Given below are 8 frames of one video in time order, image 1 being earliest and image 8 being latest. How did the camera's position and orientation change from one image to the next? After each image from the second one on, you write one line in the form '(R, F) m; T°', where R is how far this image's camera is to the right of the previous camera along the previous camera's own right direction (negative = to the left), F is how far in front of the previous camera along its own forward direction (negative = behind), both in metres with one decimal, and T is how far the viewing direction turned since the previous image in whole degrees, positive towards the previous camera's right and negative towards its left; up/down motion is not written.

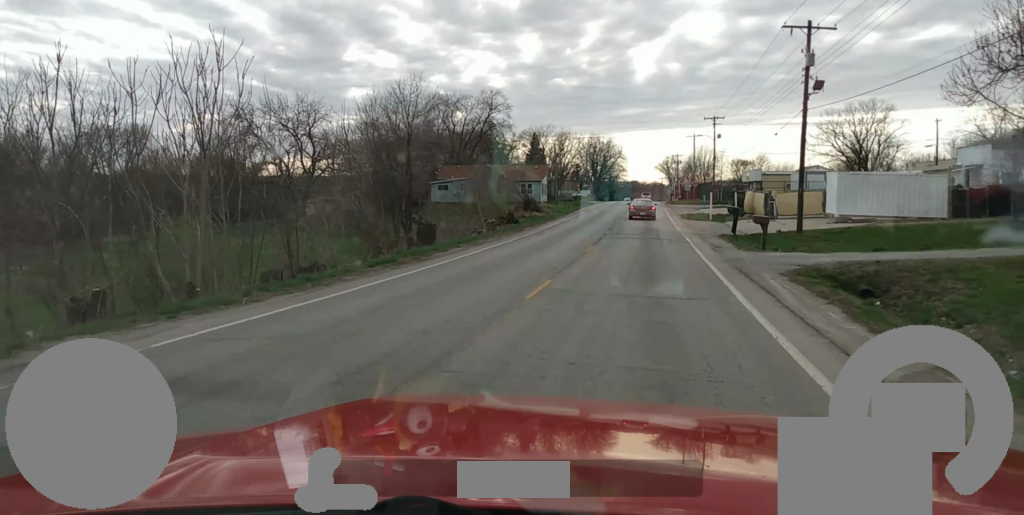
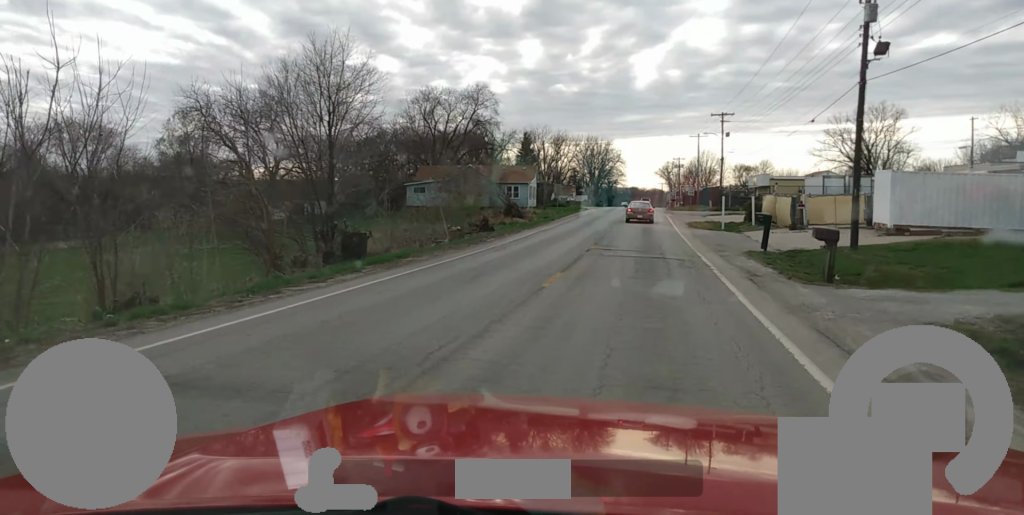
(0.0, +10.1) m; 0°
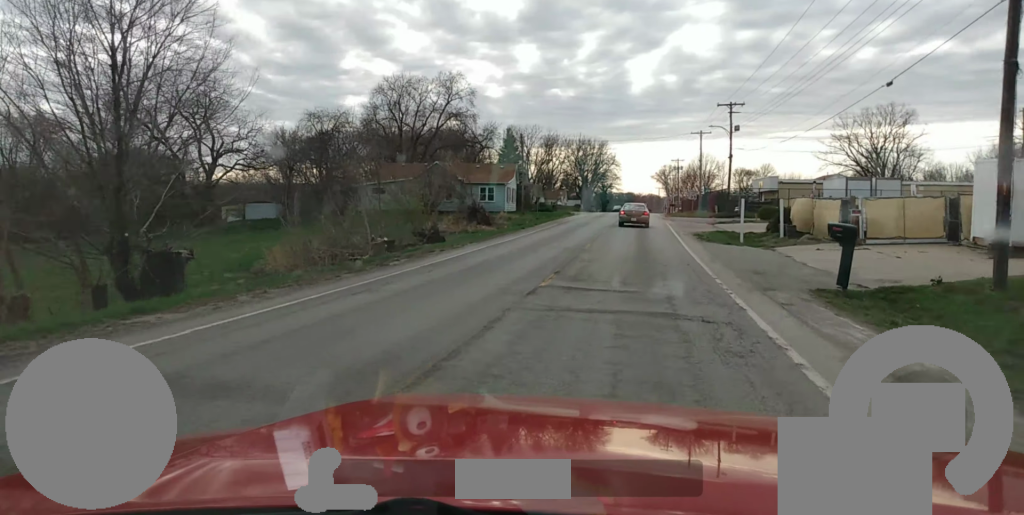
(0.0, +11.2) m; +1°
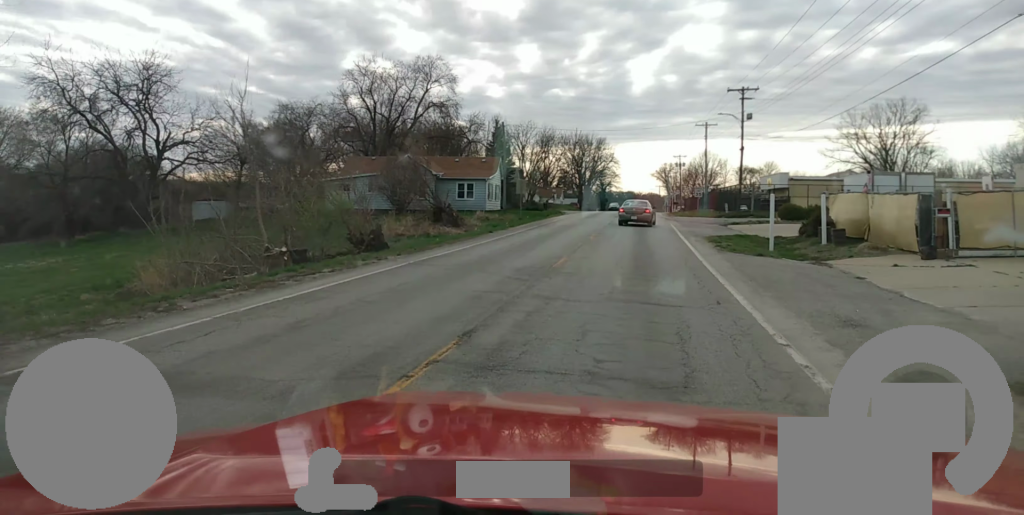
(+0.1, +8.9) m; 0°
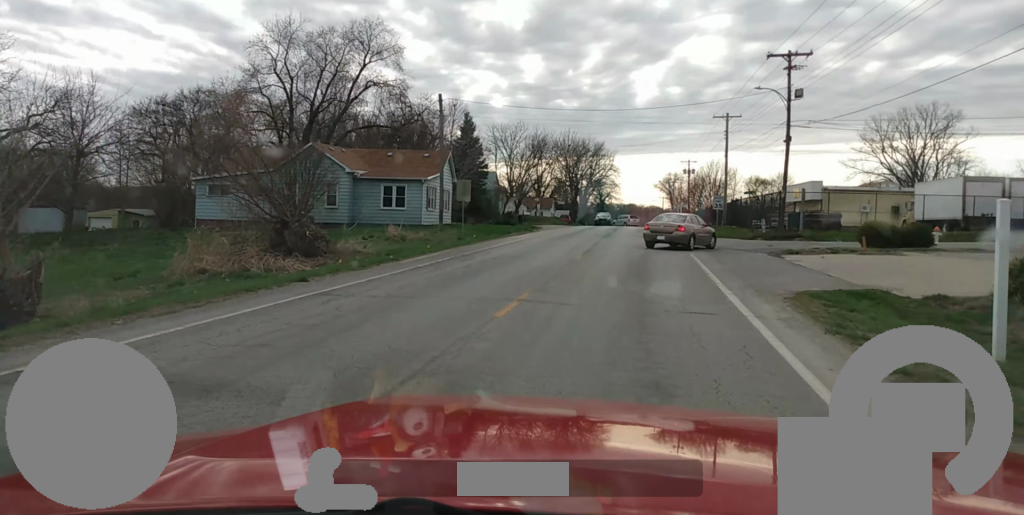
(-0.2, +19.4) m; -1°
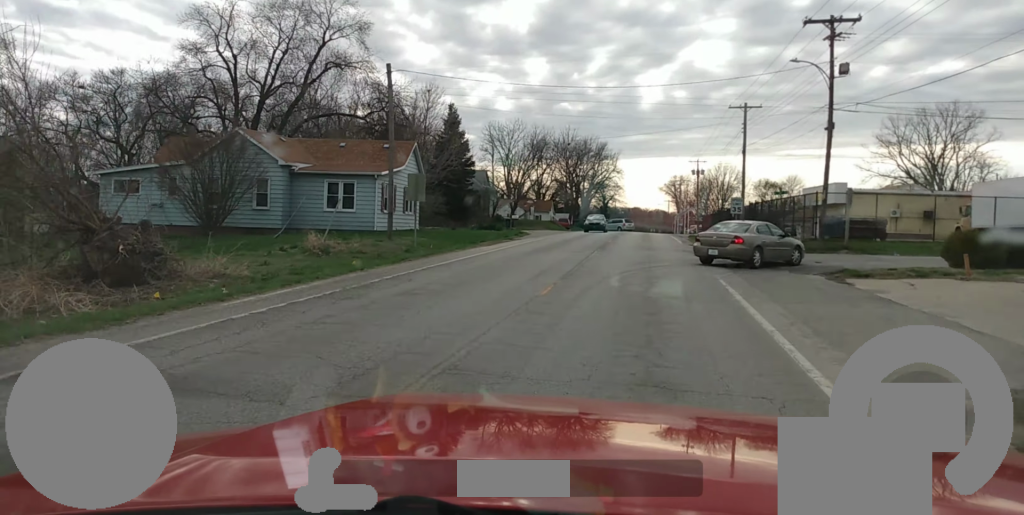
(-0.1, +9.8) m; 0°
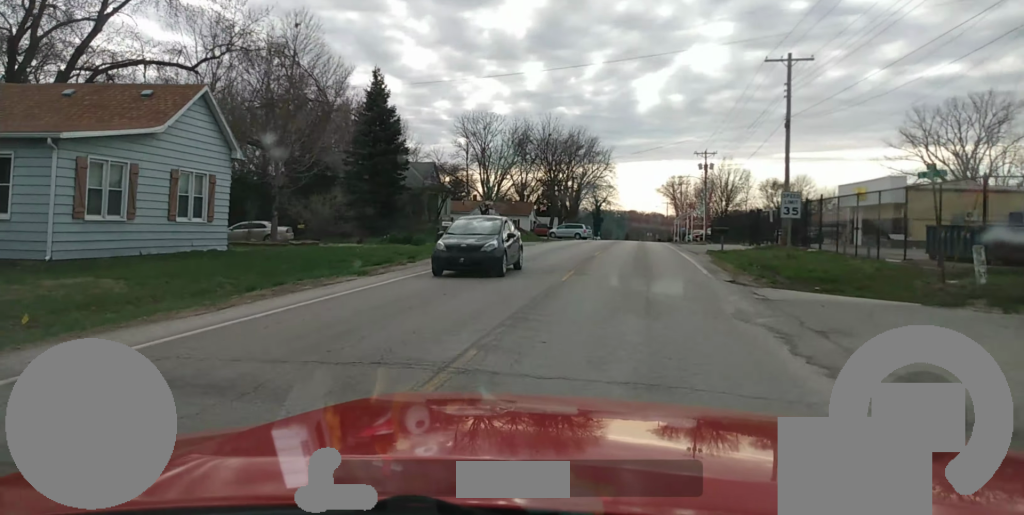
(+0.4, +20.6) m; +1°
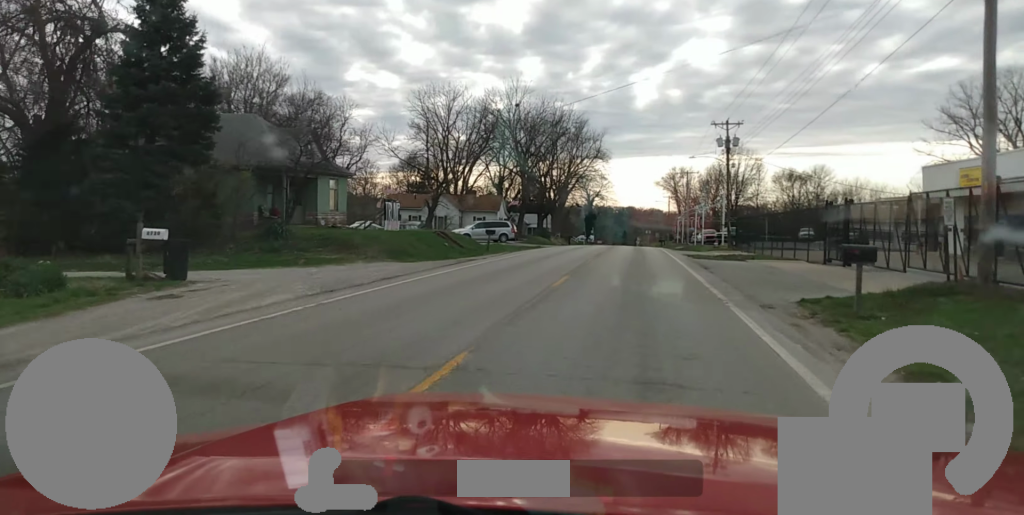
(-0.1, +23.5) m; 0°
